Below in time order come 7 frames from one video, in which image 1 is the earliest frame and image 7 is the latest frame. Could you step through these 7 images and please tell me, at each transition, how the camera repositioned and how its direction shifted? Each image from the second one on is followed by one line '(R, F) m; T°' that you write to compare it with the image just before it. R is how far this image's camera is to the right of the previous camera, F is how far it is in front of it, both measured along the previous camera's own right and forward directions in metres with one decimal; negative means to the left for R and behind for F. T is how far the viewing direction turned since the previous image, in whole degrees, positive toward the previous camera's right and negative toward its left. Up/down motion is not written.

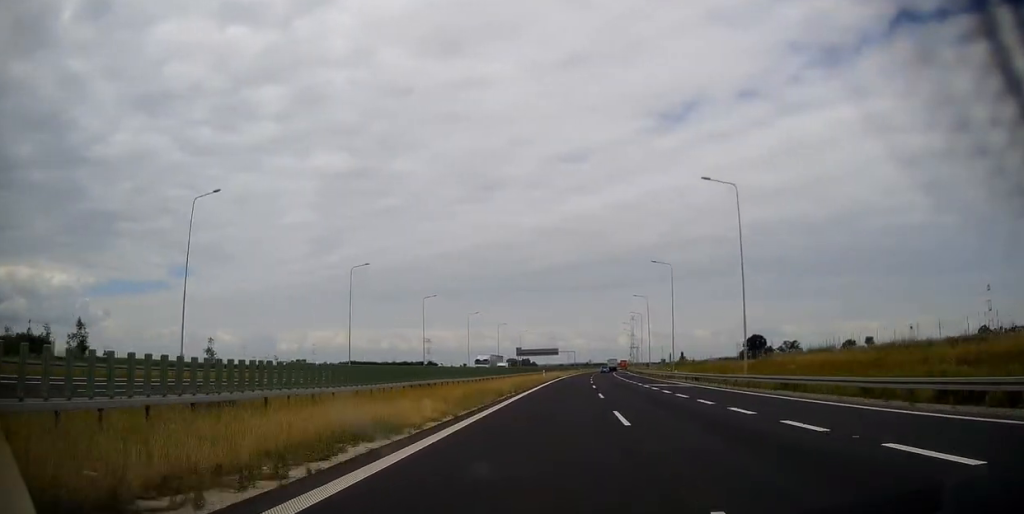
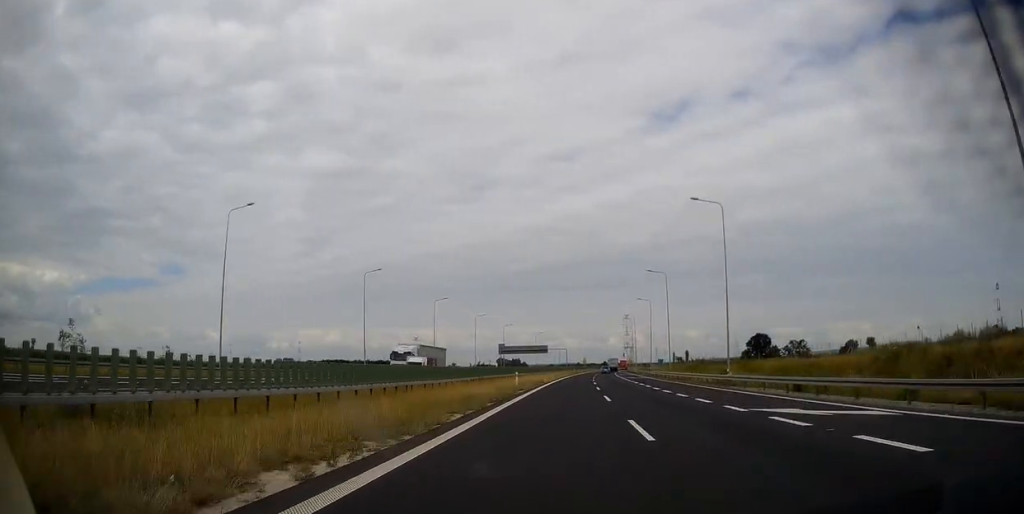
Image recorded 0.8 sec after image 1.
(+0.2, +29.4) m; +1°
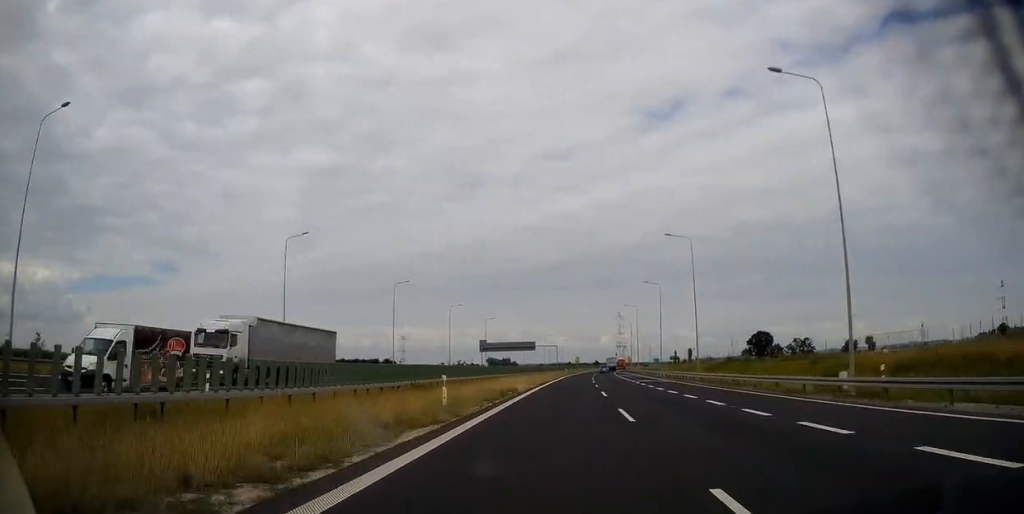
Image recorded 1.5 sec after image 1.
(+0.1, +22.4) m; +1°
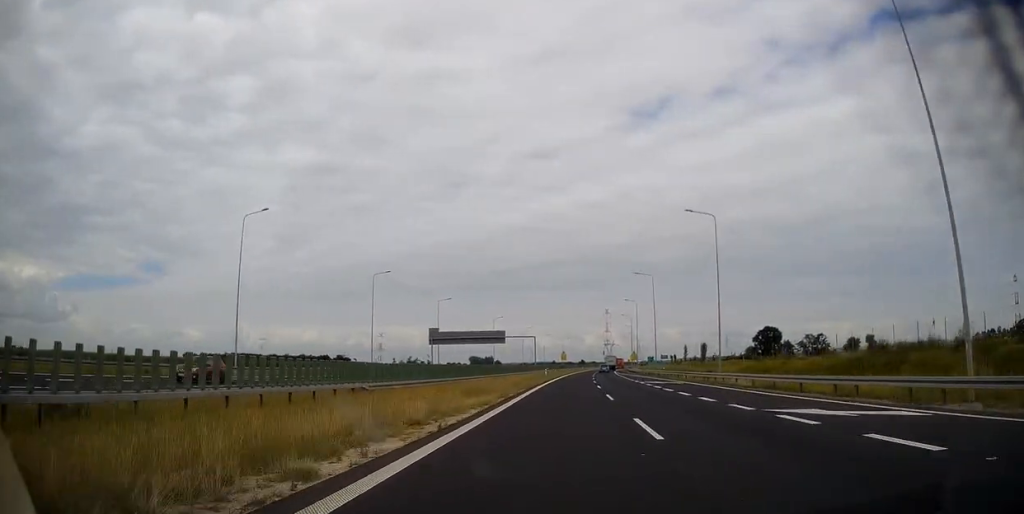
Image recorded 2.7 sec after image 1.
(+0.6, +43.9) m; +2°
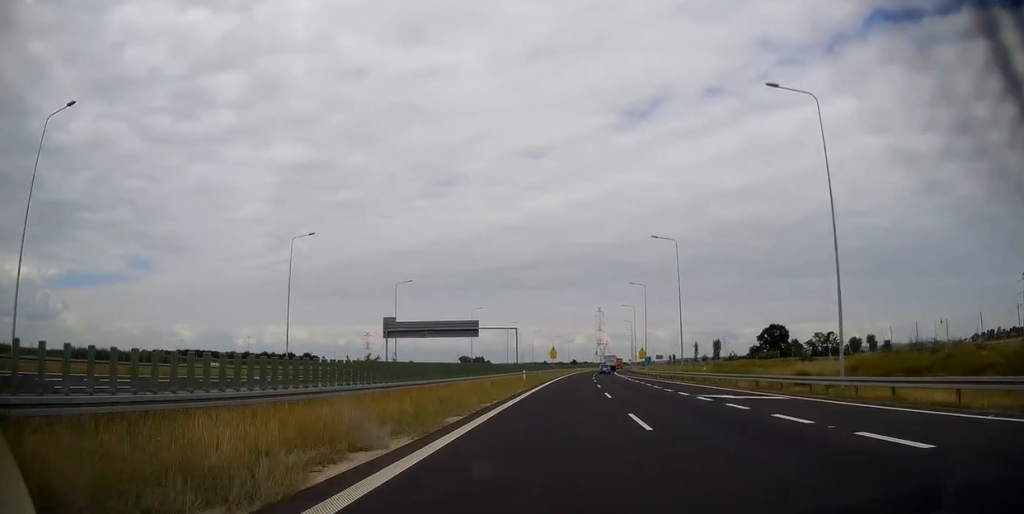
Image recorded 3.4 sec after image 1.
(+0.1, +24.9) m; +1°
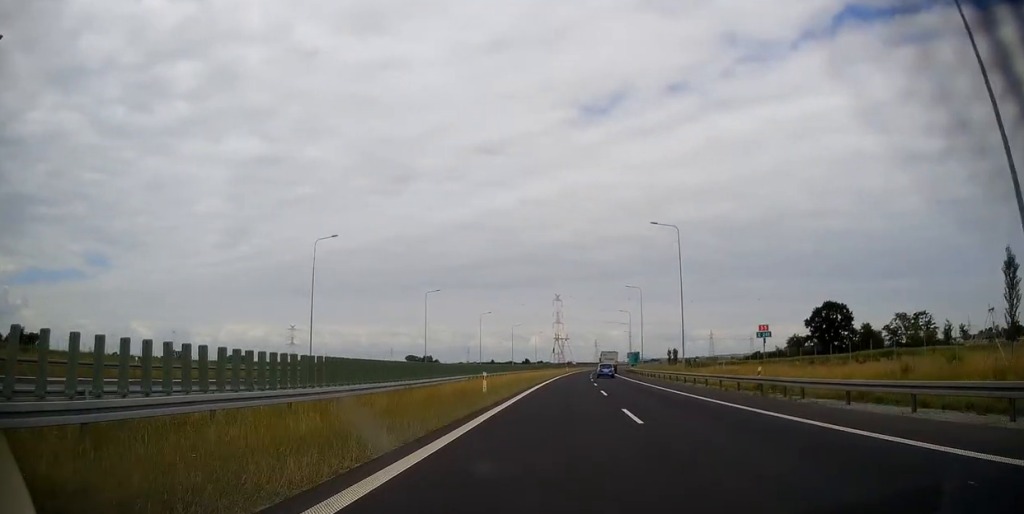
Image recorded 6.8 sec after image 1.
(+4.4, +121.4) m; +4°
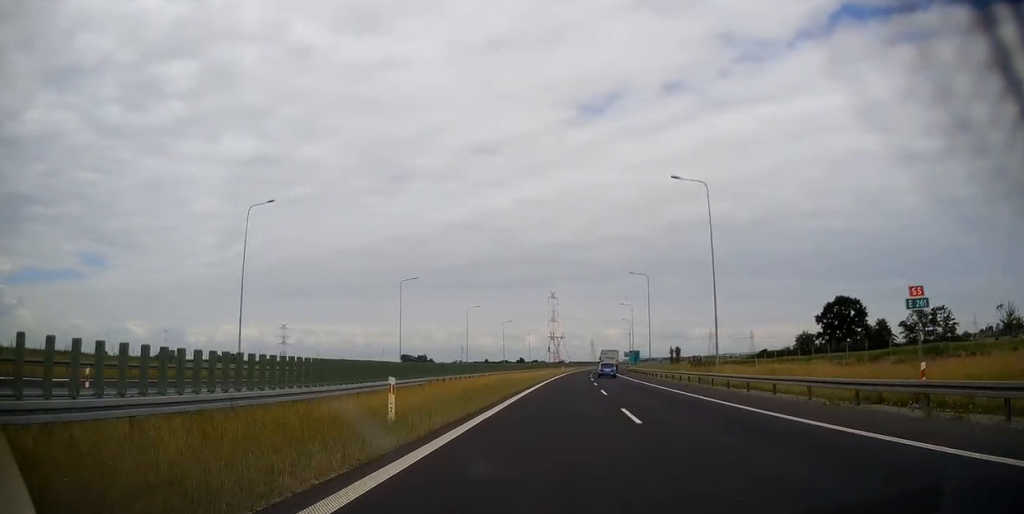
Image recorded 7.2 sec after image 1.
(+0.1, +14.0) m; 0°
